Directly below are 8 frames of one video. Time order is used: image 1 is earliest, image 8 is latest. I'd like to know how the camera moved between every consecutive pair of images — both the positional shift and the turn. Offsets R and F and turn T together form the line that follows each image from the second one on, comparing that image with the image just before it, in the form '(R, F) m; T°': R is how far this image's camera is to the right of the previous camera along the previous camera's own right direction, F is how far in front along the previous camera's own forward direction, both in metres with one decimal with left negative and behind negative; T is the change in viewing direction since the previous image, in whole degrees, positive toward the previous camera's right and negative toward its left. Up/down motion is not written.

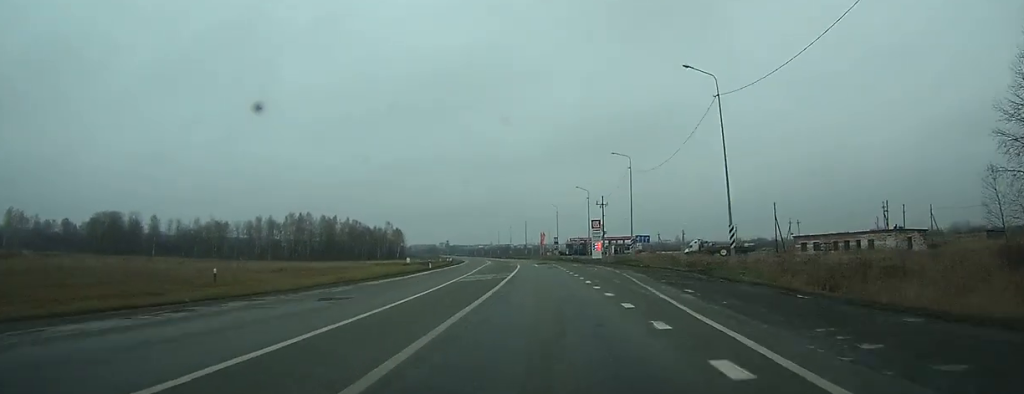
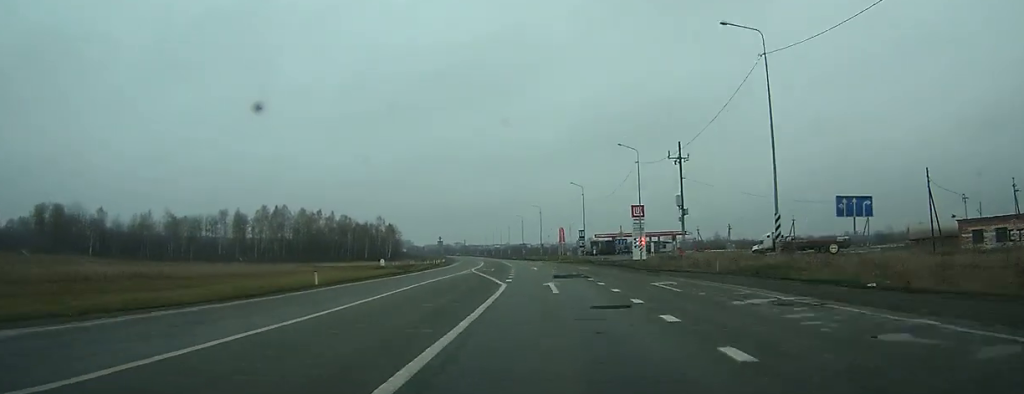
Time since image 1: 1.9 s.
(-0.7, +37.5) m; -2°
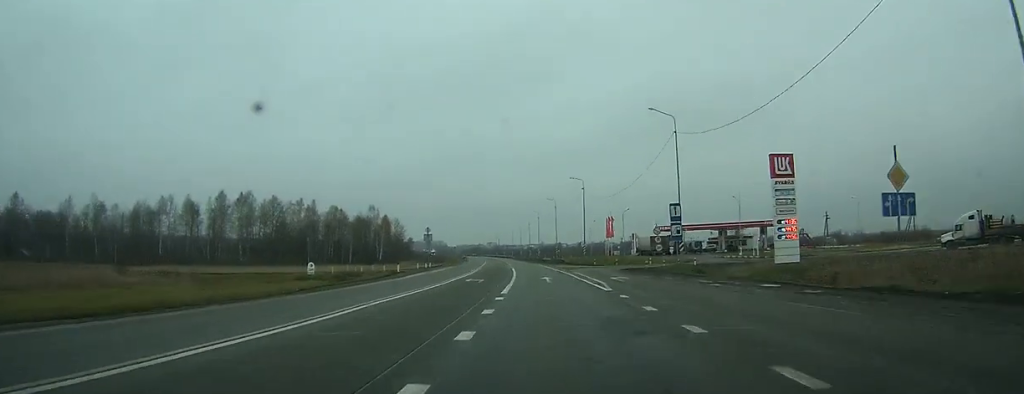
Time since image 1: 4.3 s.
(-0.9, +51.6) m; -2°
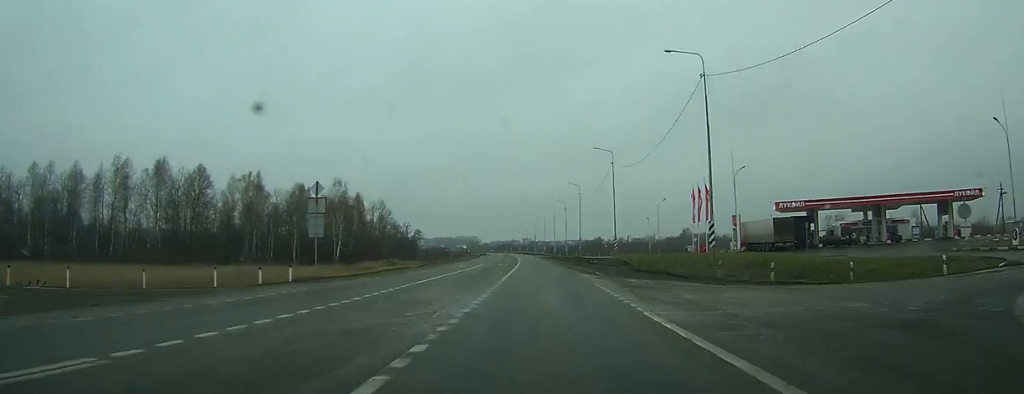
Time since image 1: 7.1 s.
(-1.7, +55.9) m; -3°
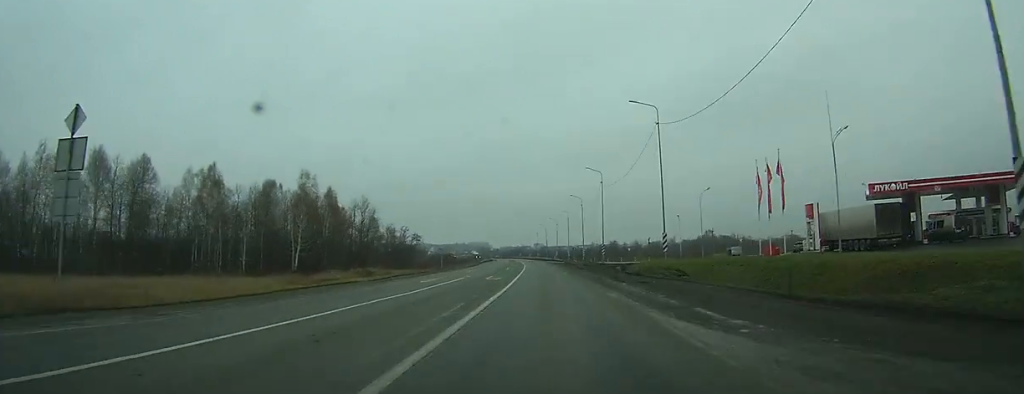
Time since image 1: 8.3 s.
(-0.1, +21.7) m; -1°
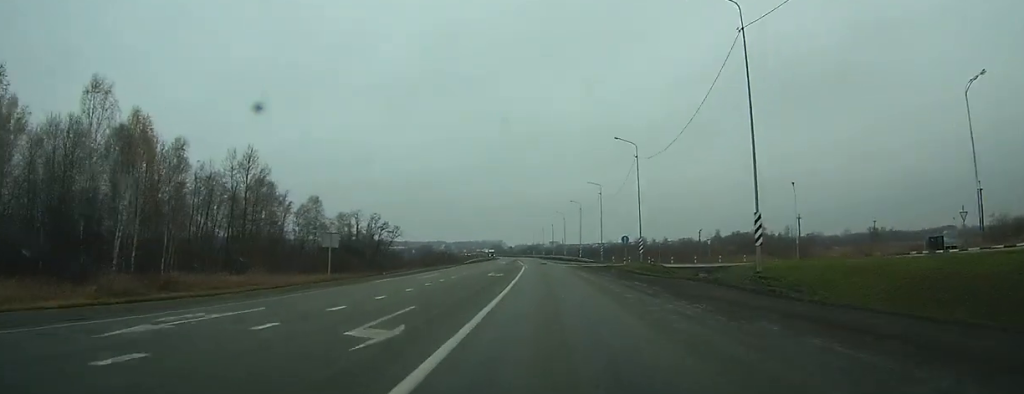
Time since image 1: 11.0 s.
(-1.1, +50.0) m; -2°
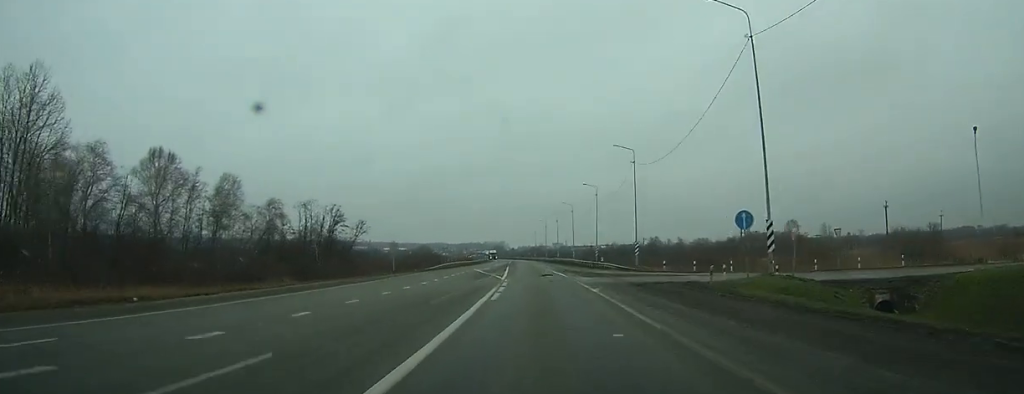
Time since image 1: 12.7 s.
(-0.3, +32.6) m; -1°
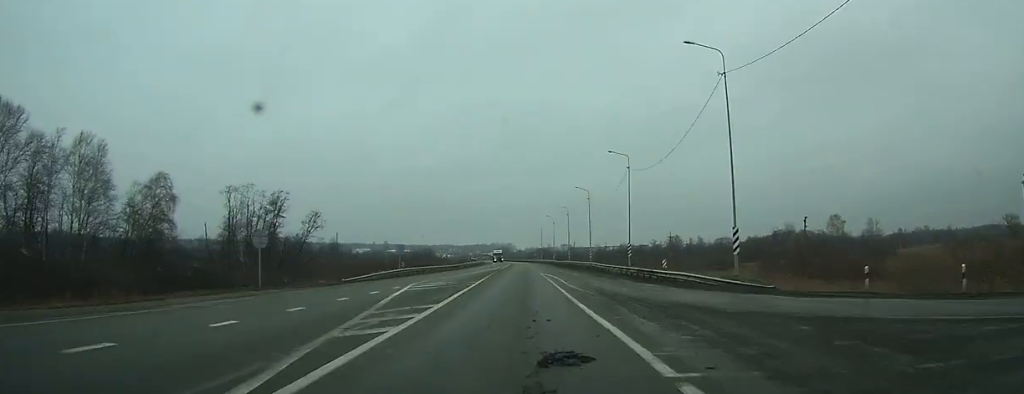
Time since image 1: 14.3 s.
(-0.2, +31.8) m; -1°
